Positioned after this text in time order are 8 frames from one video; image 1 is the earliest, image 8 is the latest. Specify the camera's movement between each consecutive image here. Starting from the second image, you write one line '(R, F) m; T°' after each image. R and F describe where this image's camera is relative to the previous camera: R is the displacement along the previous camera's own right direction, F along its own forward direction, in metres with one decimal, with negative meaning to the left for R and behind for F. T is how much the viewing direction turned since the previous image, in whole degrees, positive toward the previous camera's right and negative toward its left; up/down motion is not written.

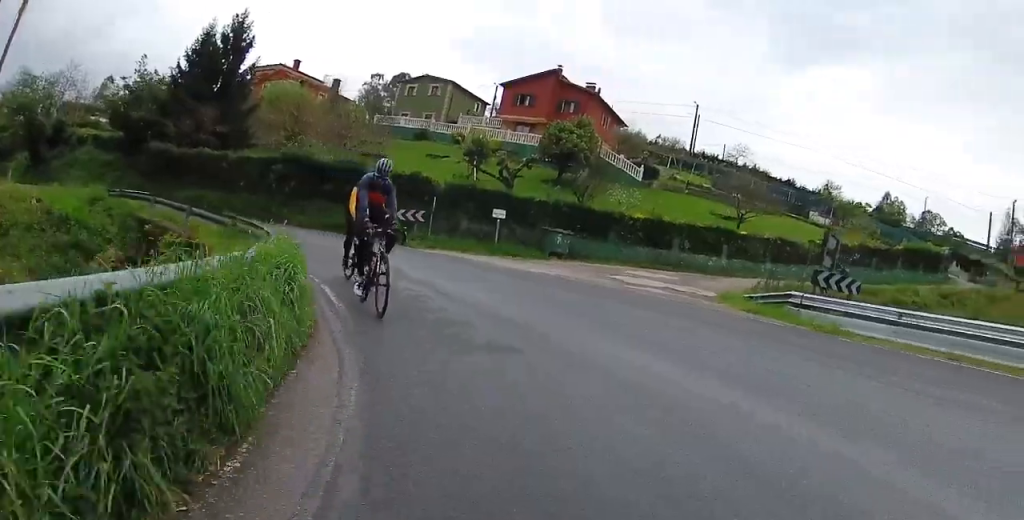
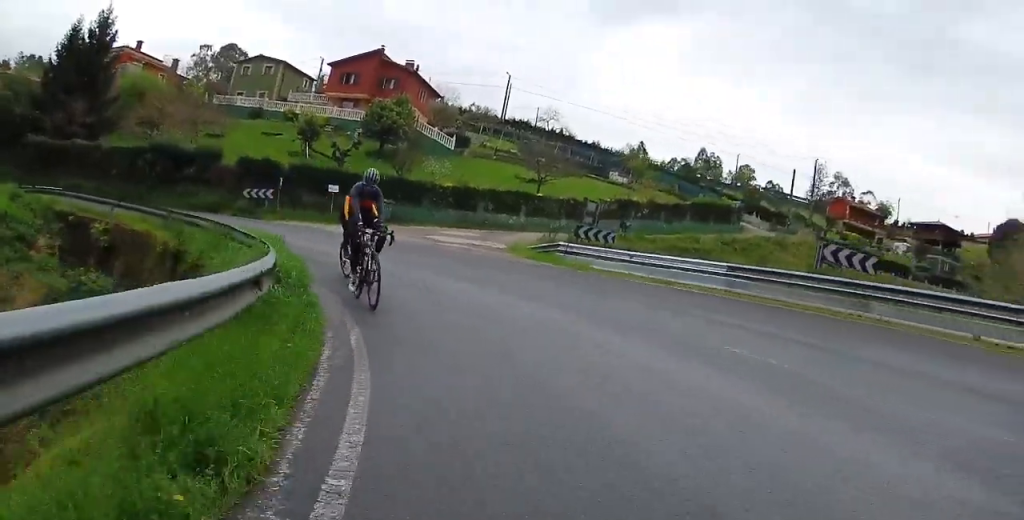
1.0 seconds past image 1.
(+0.1, +5.6) m; +16°
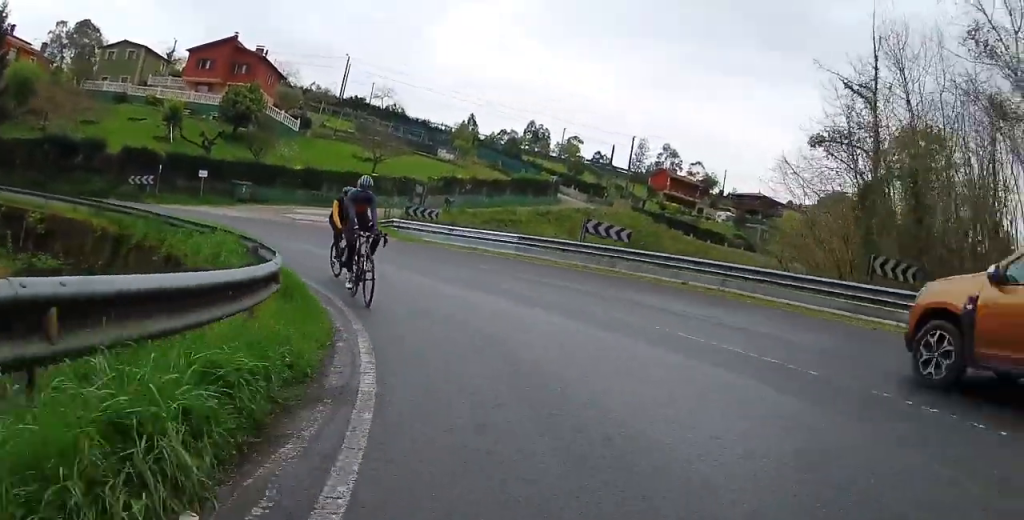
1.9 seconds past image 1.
(+1.4, +5.6) m; +21°
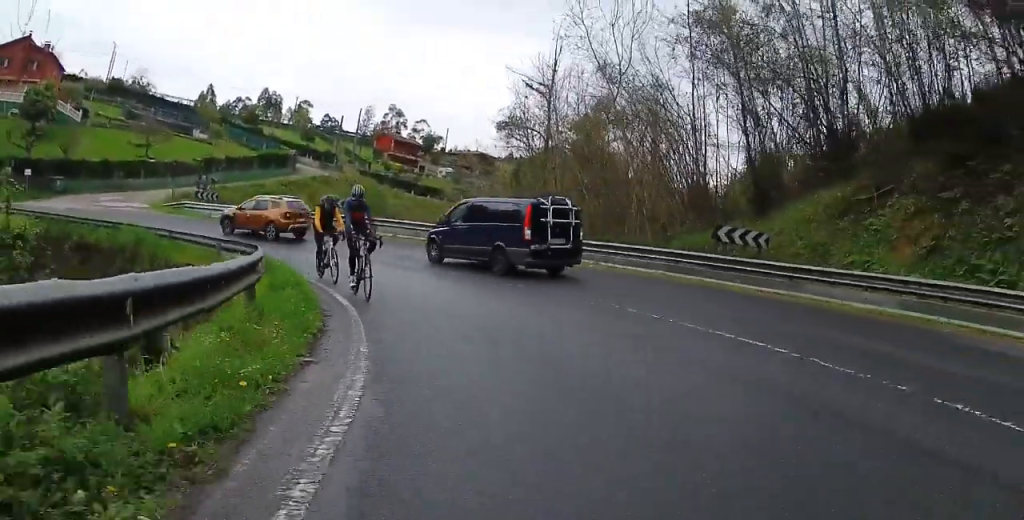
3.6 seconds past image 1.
(+2.3, +8.5) m; +26°
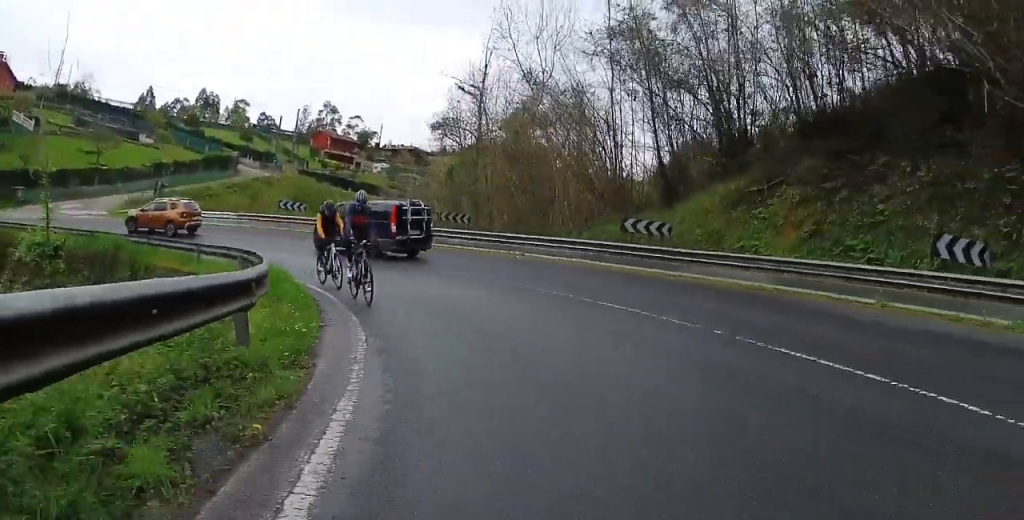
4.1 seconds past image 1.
(+0.1, +2.4) m; +5°
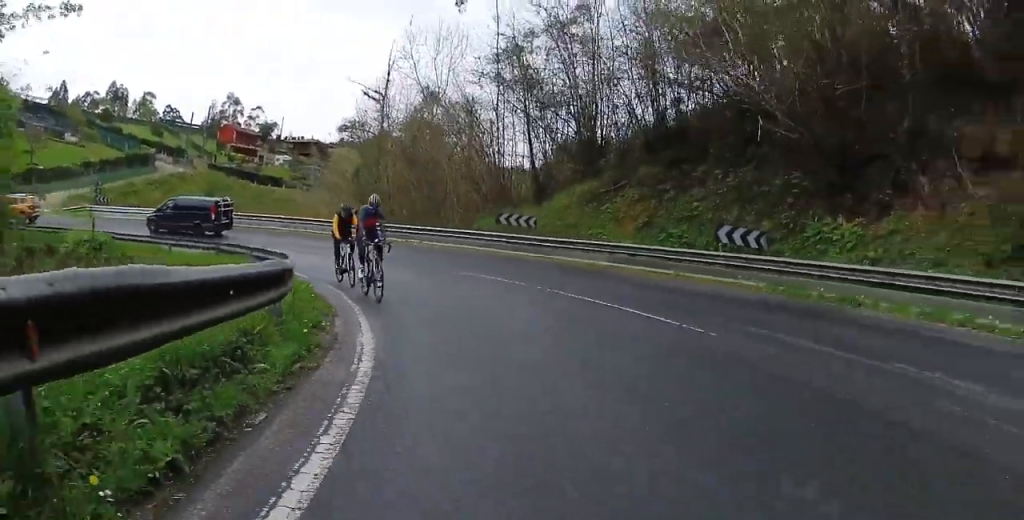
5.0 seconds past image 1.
(+0.2, +4.9) m; +8°
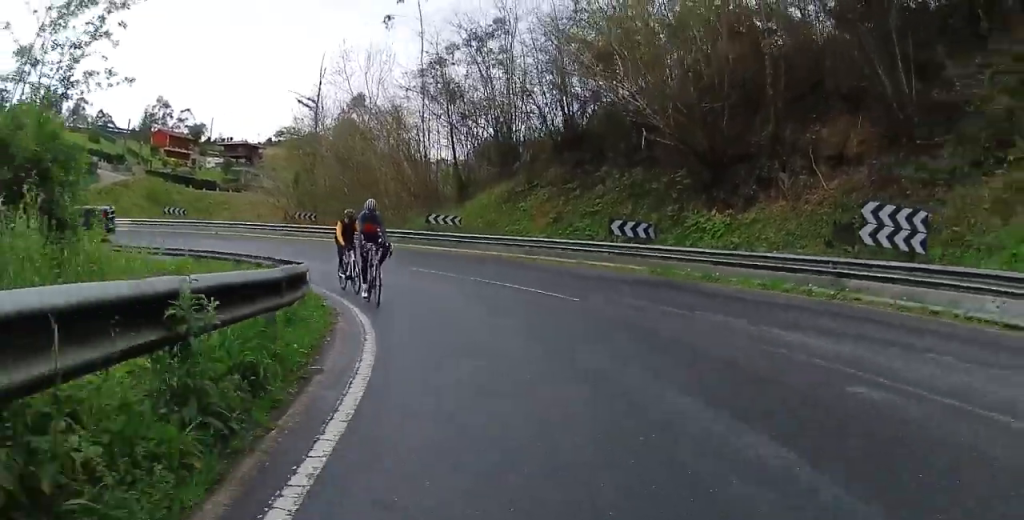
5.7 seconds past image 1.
(+0.3, +3.4) m; +7°
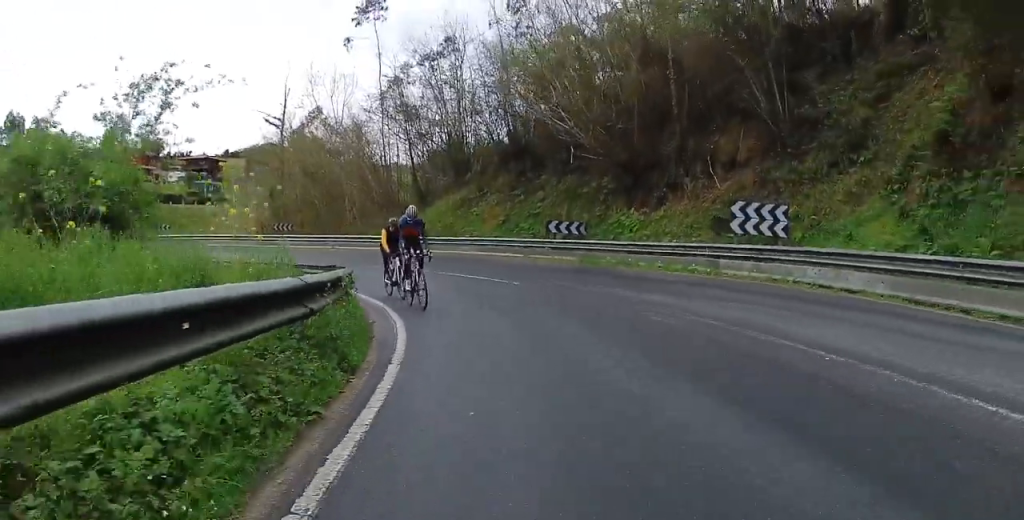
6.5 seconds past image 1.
(+0.3, +4.2) m; +9°
